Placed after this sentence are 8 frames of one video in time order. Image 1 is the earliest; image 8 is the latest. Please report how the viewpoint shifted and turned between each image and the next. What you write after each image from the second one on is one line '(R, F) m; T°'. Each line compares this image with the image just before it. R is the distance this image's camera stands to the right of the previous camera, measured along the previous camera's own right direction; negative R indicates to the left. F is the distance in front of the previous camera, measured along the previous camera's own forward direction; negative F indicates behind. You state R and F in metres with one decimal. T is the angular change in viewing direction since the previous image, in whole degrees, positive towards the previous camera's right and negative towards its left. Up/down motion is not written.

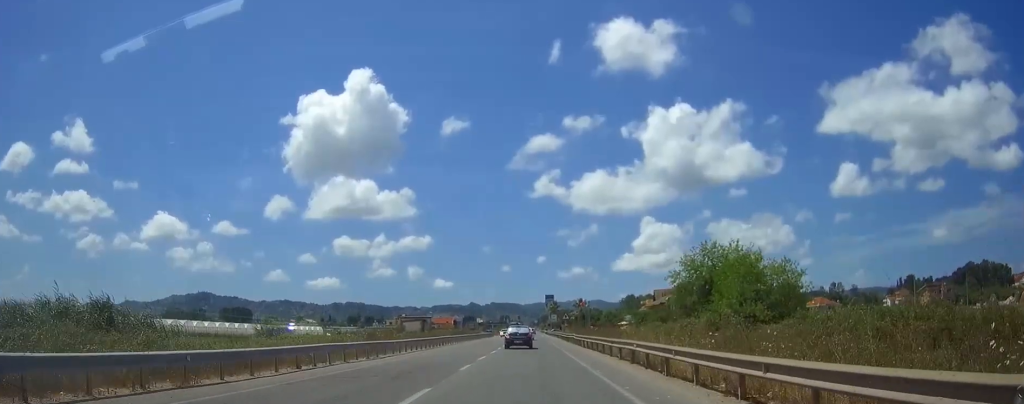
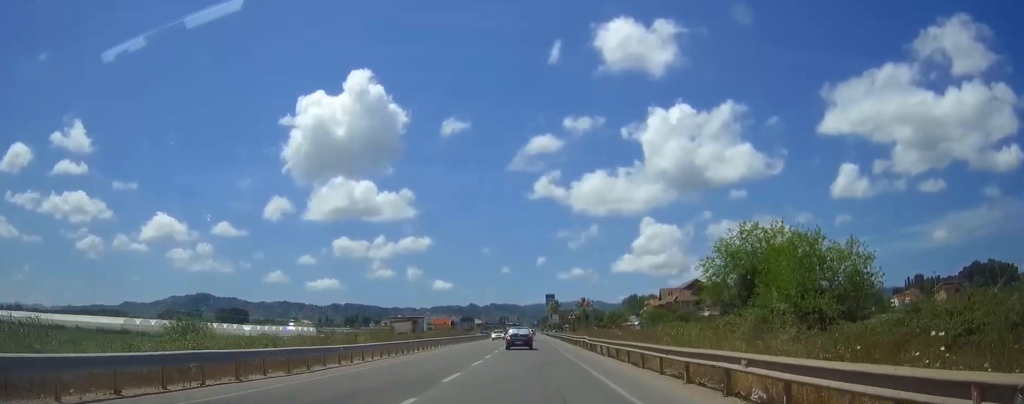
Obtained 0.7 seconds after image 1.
(0.0, +11.0) m; 0°
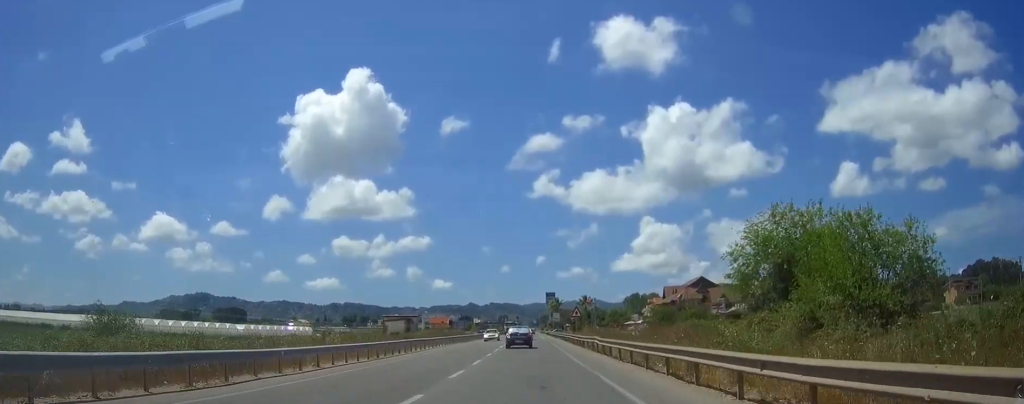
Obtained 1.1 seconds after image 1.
(0.0, +6.8) m; 0°
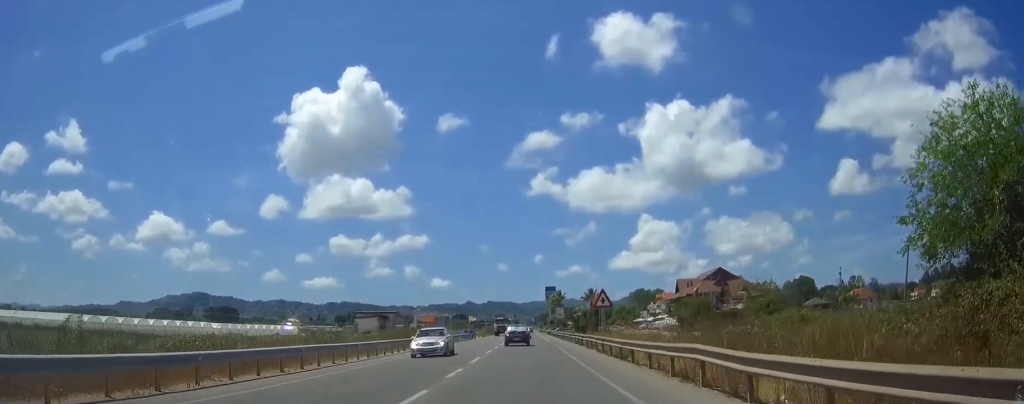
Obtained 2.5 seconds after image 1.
(0.0, +21.6) m; 0°
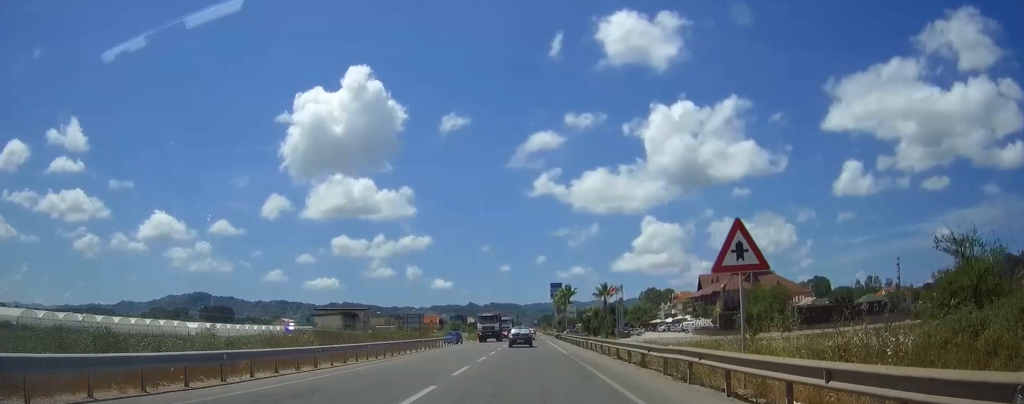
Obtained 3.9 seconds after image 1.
(+0.1, +22.7) m; 0°
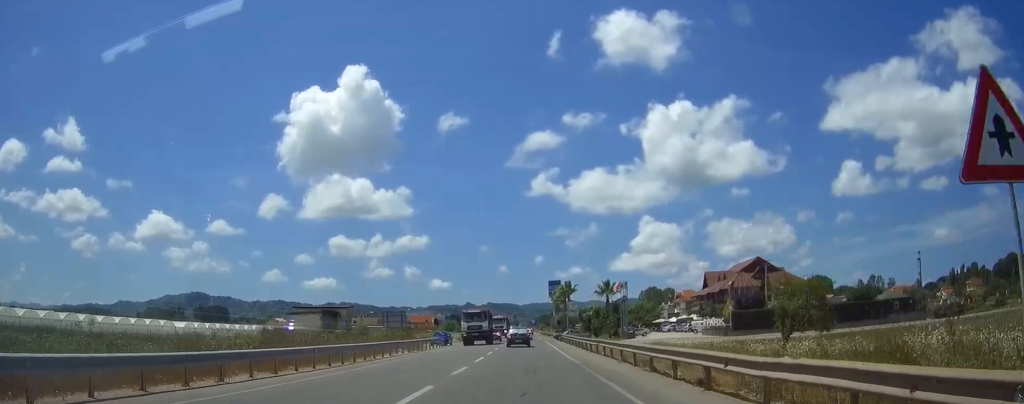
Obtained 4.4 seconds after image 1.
(0.0, +7.9) m; 0°
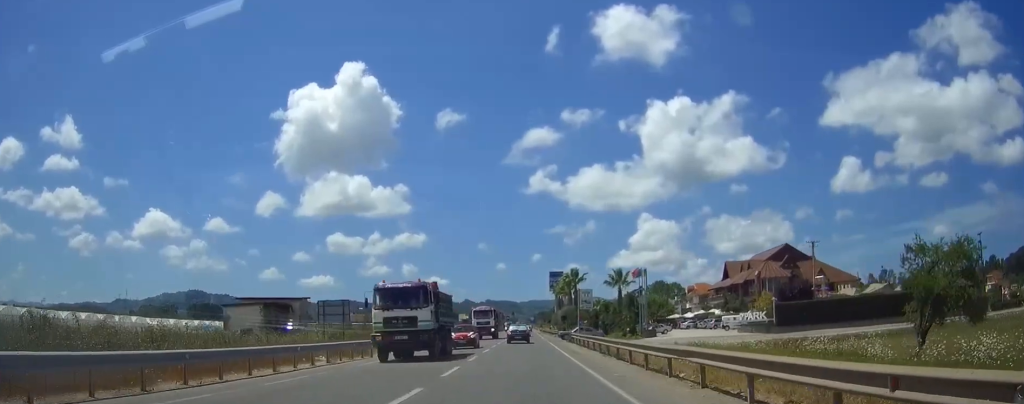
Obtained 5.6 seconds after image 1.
(0.0, +17.9) m; 0°
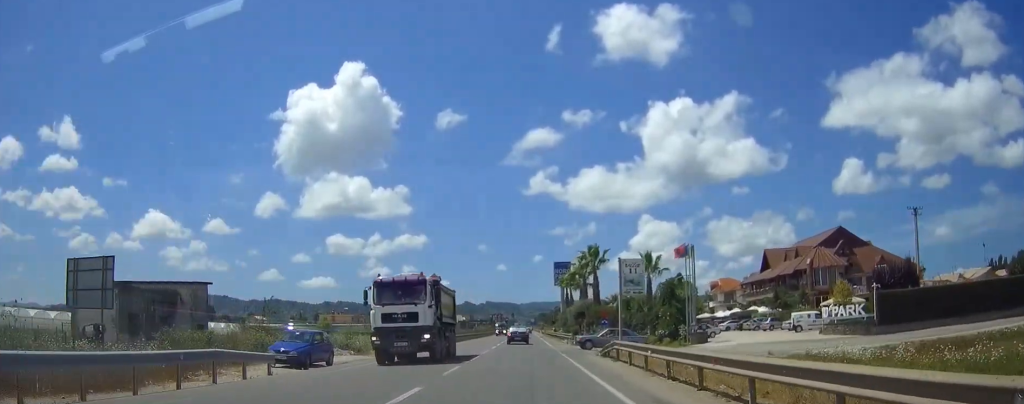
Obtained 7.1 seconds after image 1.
(+0.1, +24.1) m; 0°
